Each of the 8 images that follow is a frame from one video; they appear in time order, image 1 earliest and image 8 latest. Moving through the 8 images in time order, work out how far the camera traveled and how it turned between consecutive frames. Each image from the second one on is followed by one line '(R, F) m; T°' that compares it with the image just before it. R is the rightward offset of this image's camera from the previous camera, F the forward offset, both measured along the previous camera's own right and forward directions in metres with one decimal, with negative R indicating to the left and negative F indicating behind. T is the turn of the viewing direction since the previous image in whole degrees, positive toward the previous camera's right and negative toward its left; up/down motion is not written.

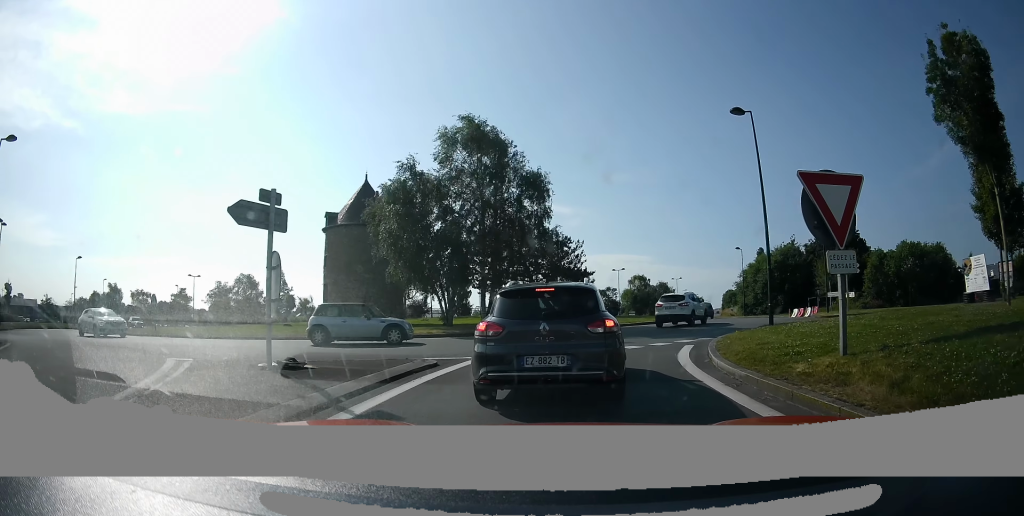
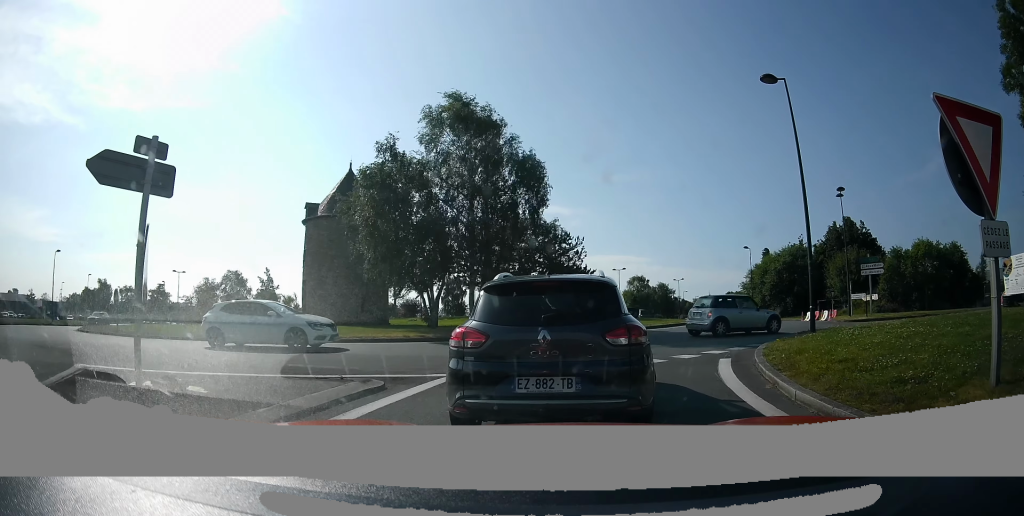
(+0.2, +3.9) m; +3°
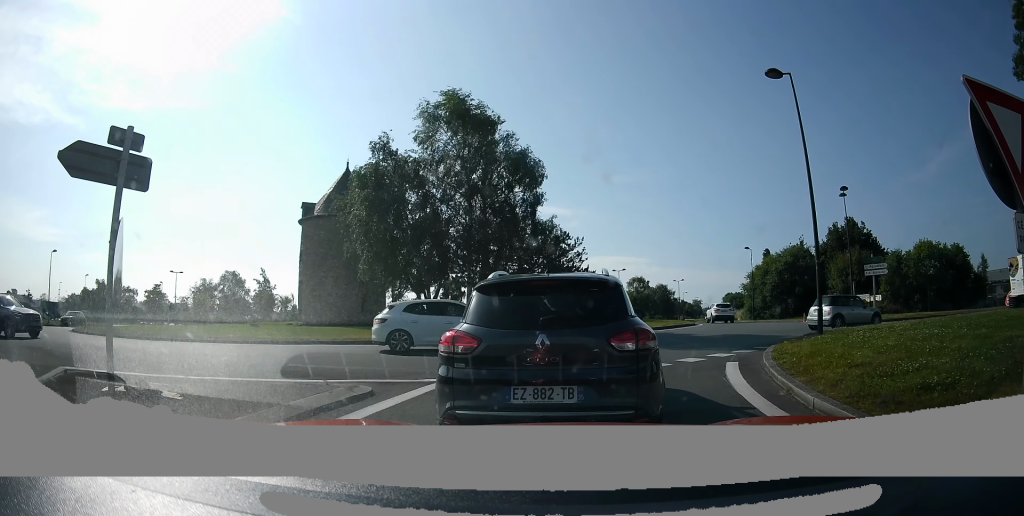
(0.0, +1.2) m; 0°
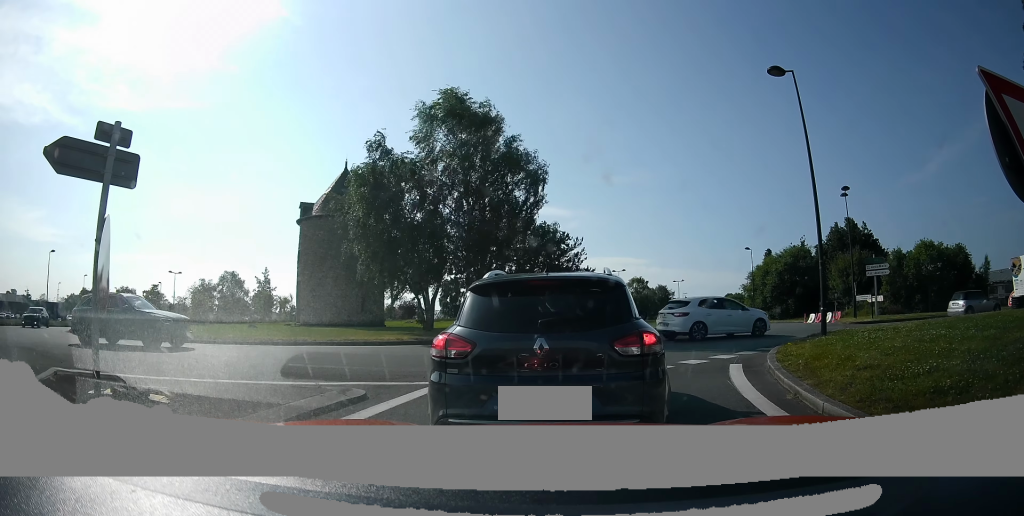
(0.0, +1.0) m; 0°
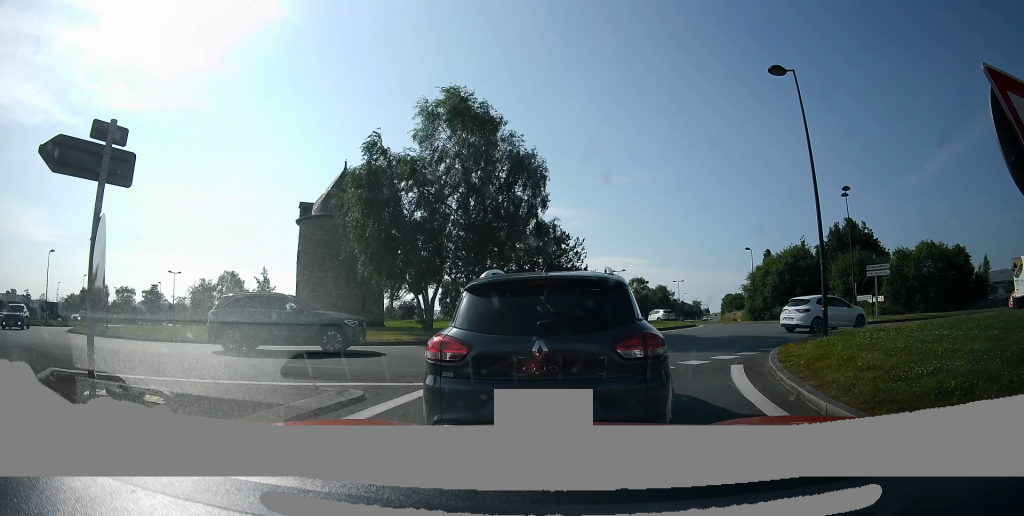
(-0.1, +0.6) m; 0°
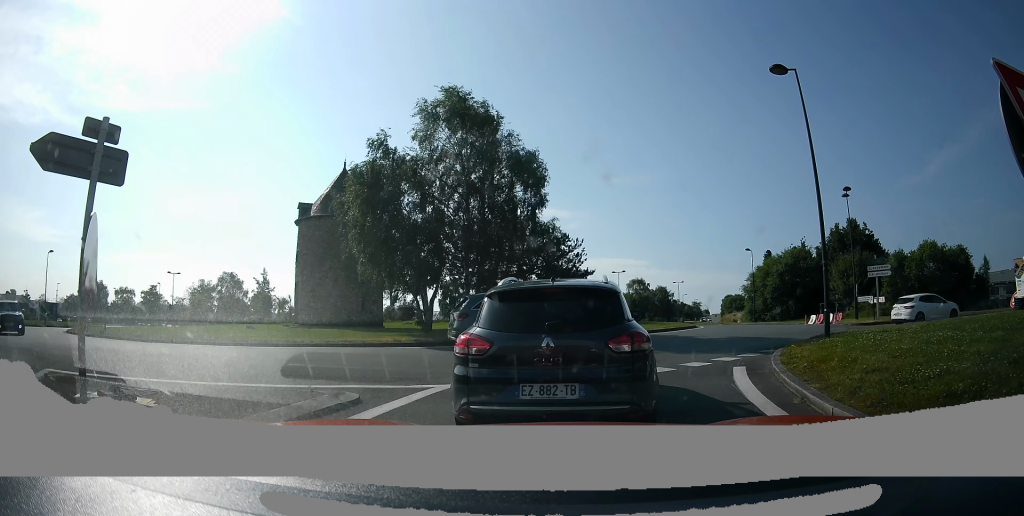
(-0.2, +0.7) m; 0°
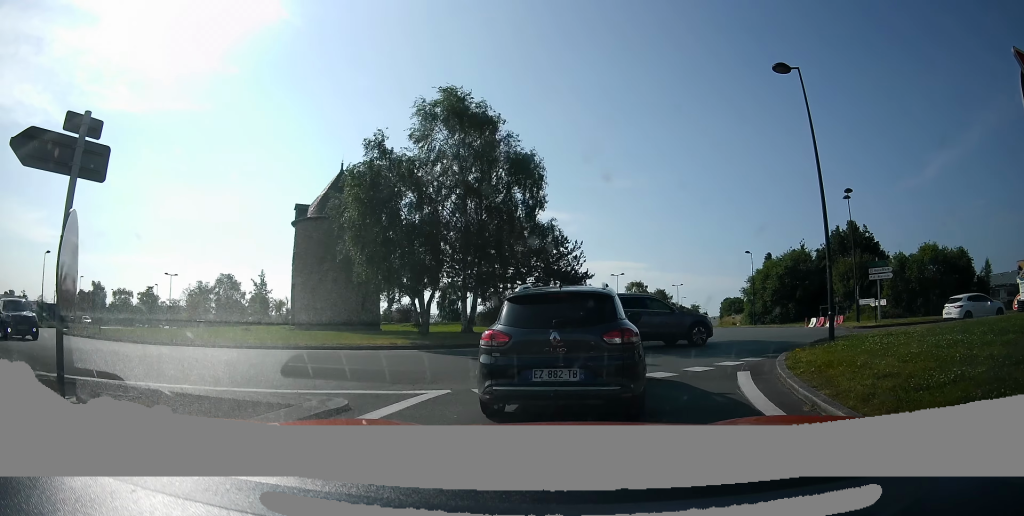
(-0.1, +0.4) m; 0°
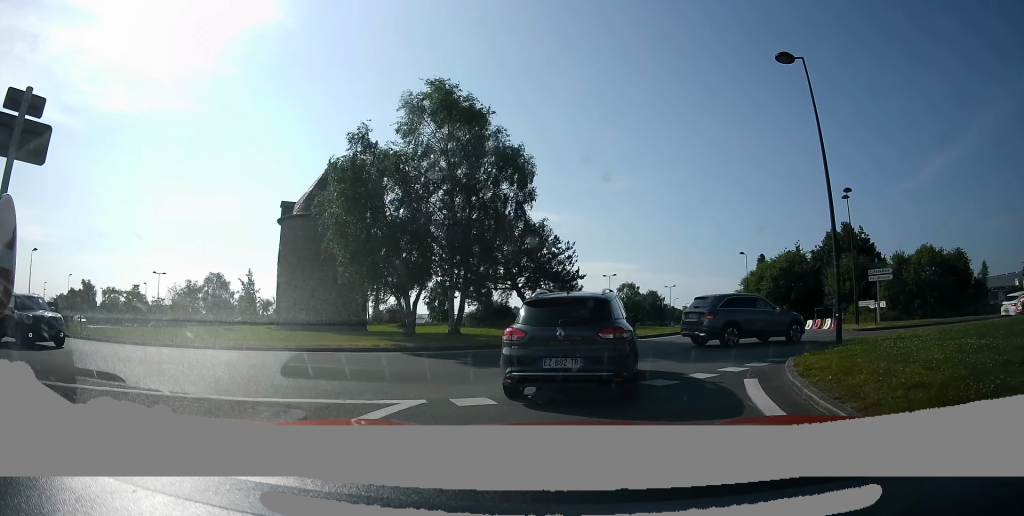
(-0.2, +0.4) m; 0°
